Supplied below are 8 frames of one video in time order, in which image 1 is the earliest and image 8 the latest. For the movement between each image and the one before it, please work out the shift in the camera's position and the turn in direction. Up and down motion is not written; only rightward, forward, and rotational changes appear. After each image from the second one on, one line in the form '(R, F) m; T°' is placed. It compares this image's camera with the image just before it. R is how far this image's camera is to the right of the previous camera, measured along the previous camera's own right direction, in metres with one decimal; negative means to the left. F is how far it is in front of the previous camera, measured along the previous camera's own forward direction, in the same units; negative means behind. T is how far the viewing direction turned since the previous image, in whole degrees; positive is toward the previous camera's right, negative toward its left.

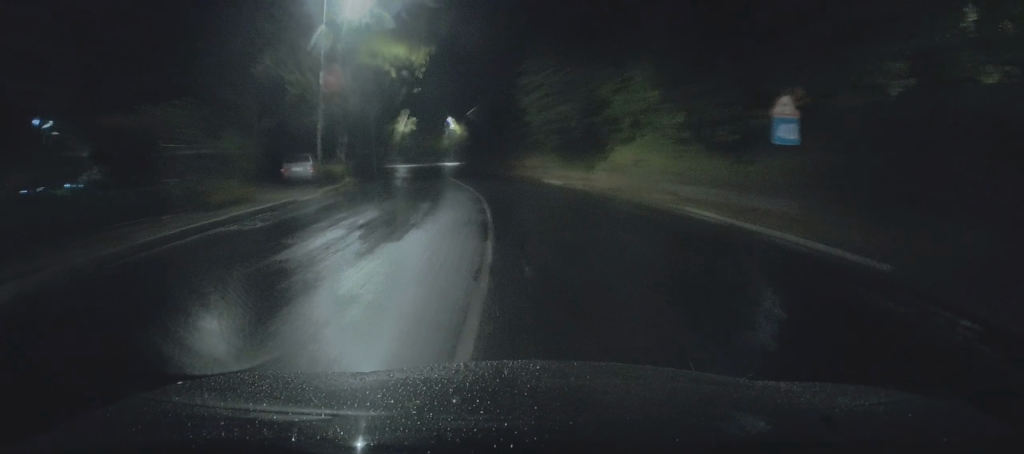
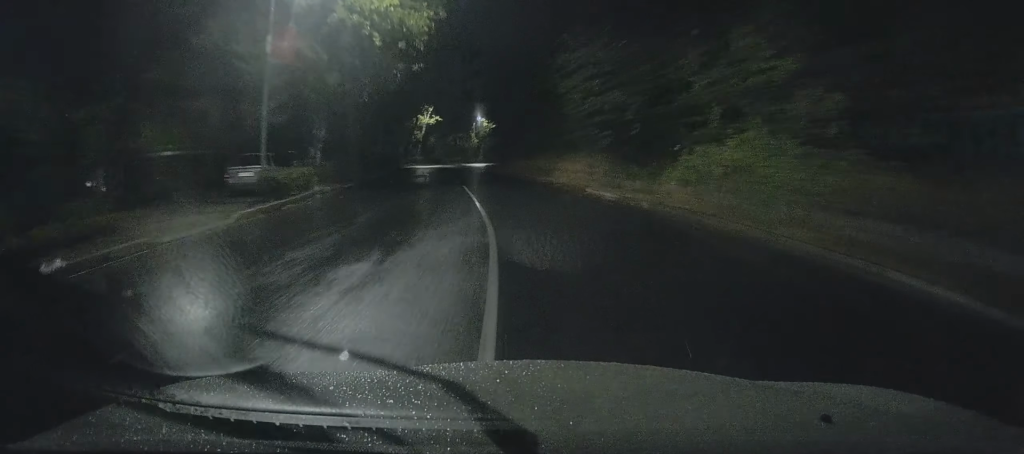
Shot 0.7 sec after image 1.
(-0.2, +8.7) m; -4°
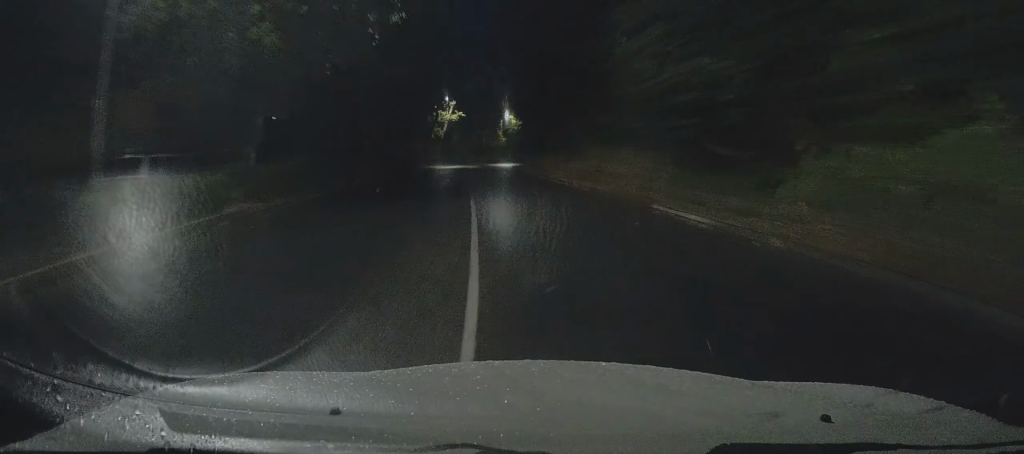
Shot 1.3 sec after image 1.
(-0.5, +8.8) m; -3°
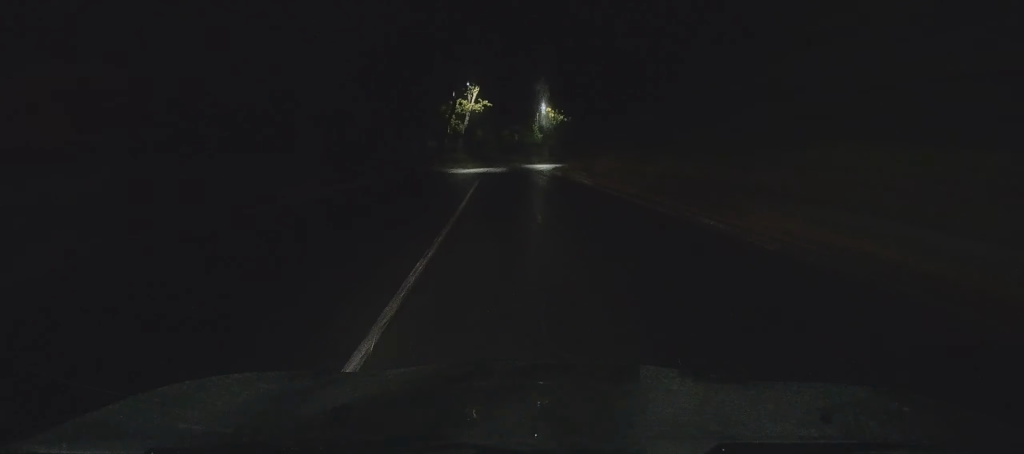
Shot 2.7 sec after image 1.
(-0.4, +18.4) m; -3°
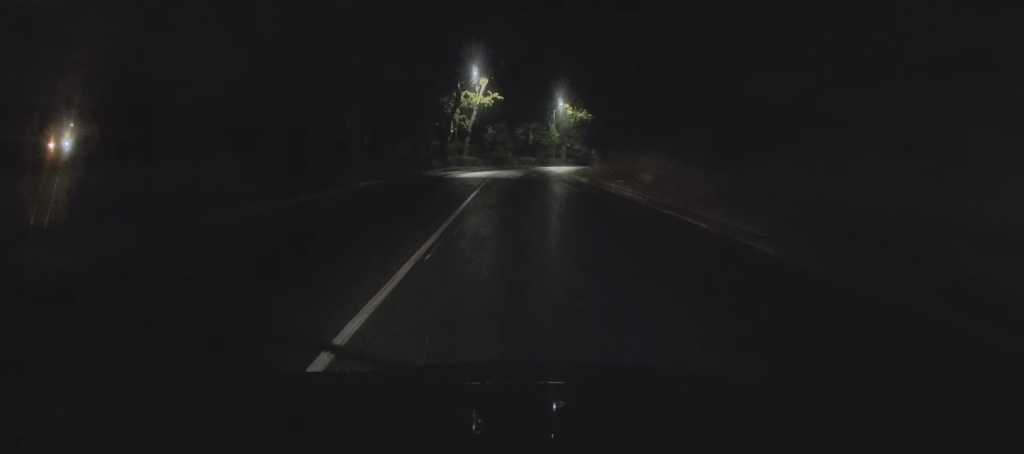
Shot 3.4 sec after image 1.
(-0.2, +9.5) m; -1°
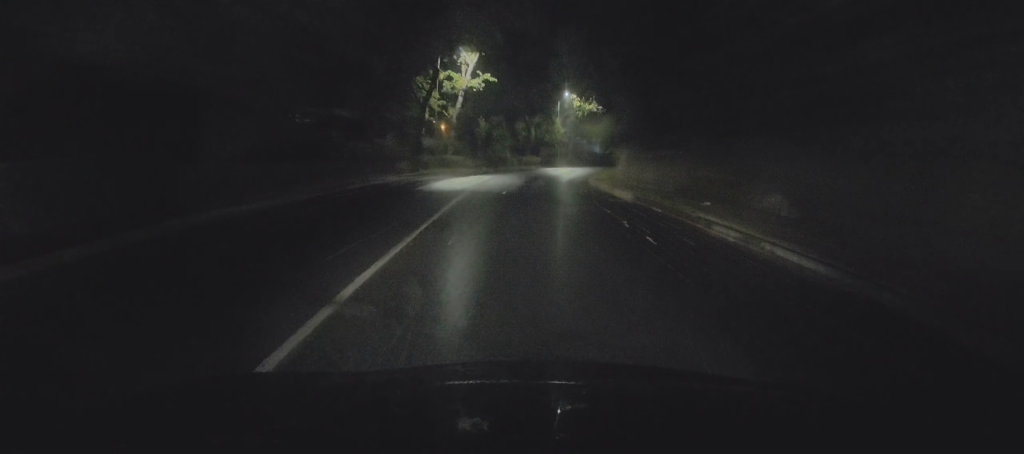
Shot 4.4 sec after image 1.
(-0.1, +14.0) m; 0°
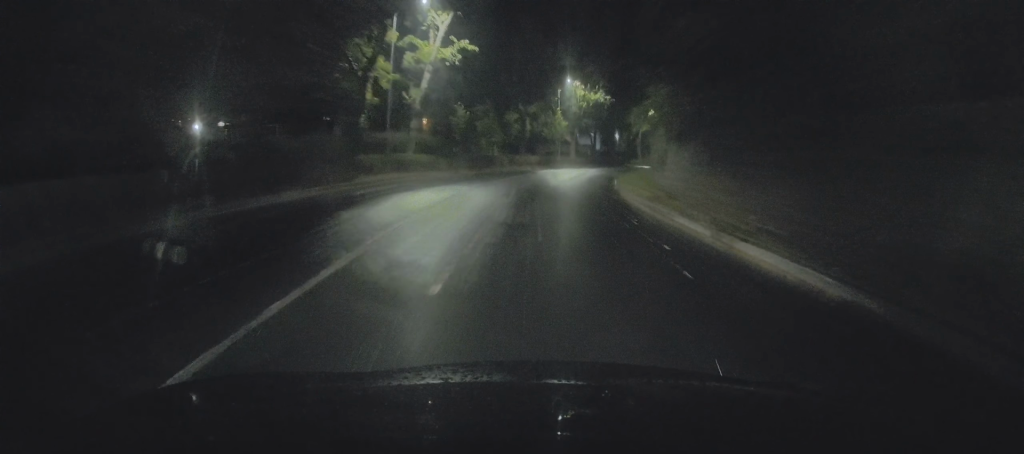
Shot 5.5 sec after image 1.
(+0.1, +14.1) m; 0°
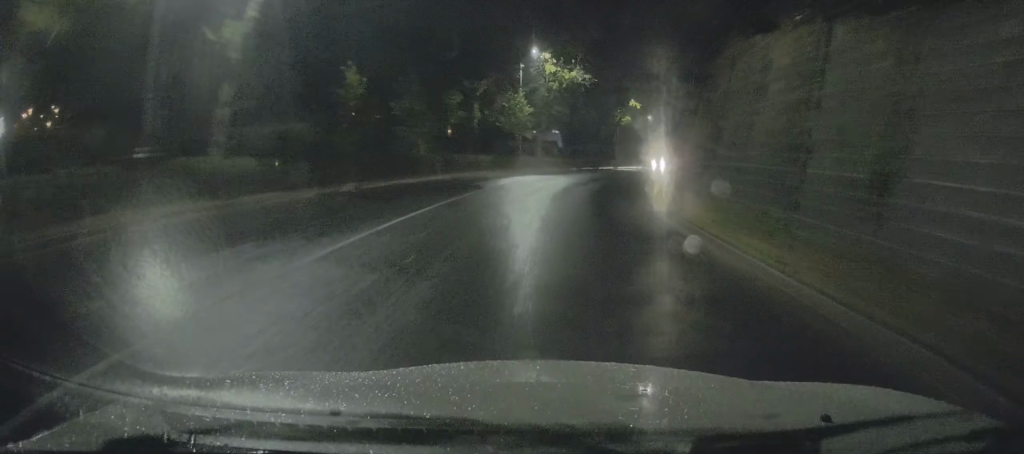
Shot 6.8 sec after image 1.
(+0.3, +18.4) m; +3°
